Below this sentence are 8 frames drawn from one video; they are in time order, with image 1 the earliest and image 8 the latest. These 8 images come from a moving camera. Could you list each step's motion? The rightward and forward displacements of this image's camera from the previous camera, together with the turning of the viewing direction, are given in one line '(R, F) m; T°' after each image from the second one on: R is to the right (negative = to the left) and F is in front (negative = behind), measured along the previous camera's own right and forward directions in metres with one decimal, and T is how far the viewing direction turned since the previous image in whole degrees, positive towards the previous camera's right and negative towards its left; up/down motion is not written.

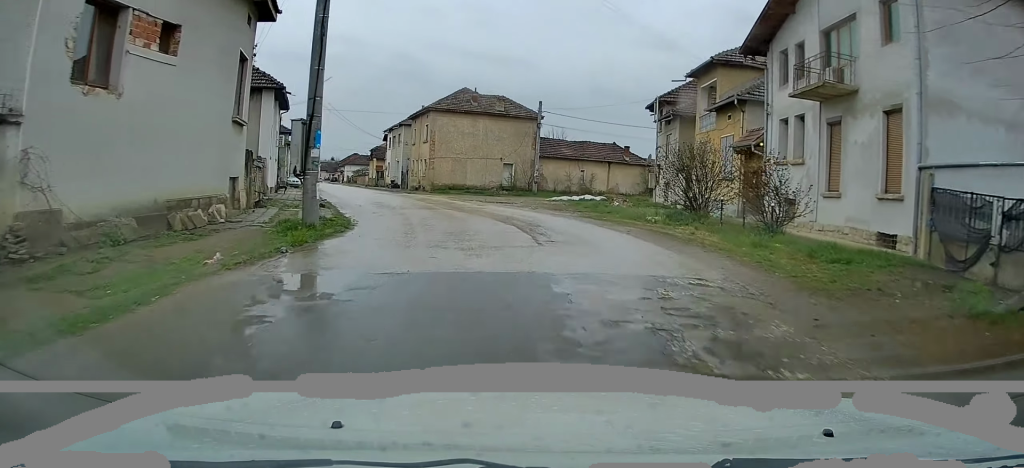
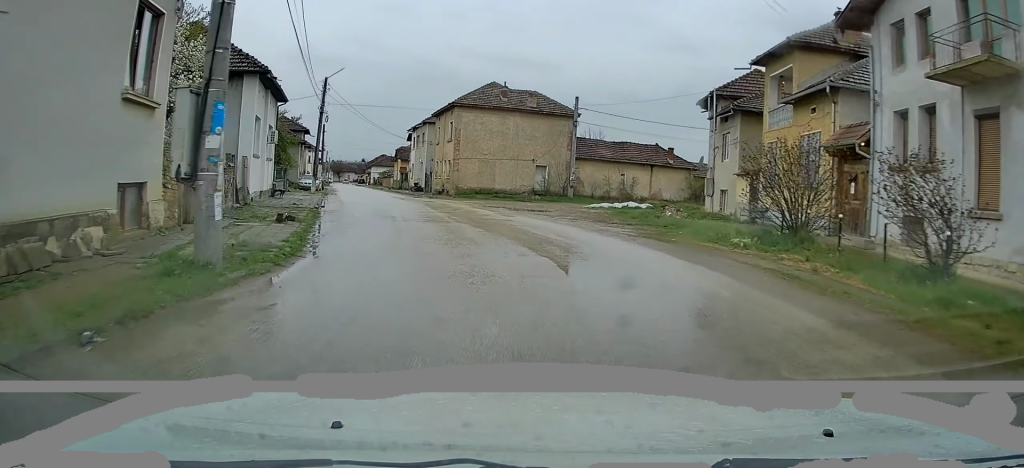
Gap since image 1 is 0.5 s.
(0.0, +5.4) m; -3°
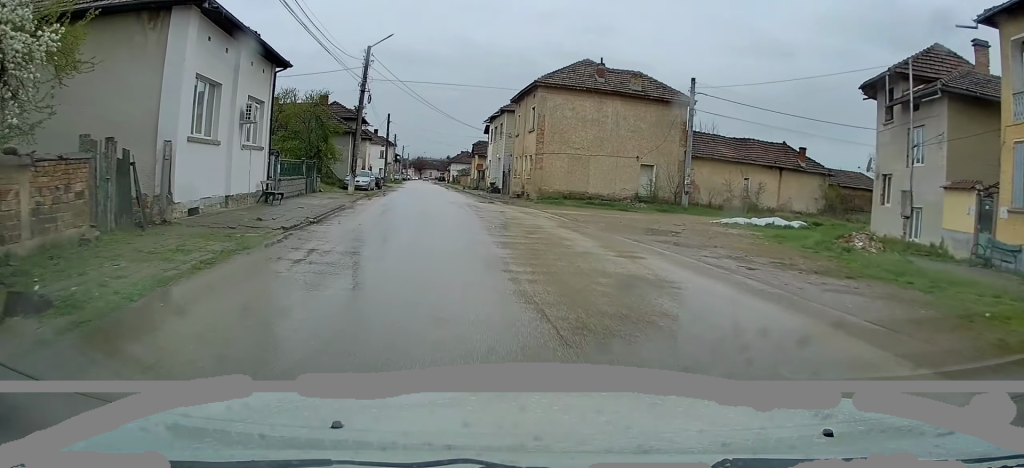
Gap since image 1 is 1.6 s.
(-0.6, +10.8) m; -7°
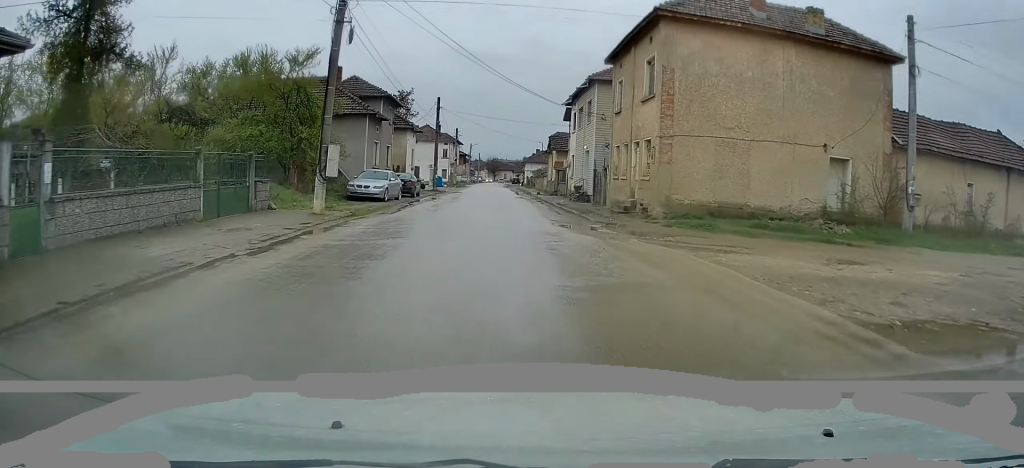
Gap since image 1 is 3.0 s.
(-1.3, +16.9) m; -6°
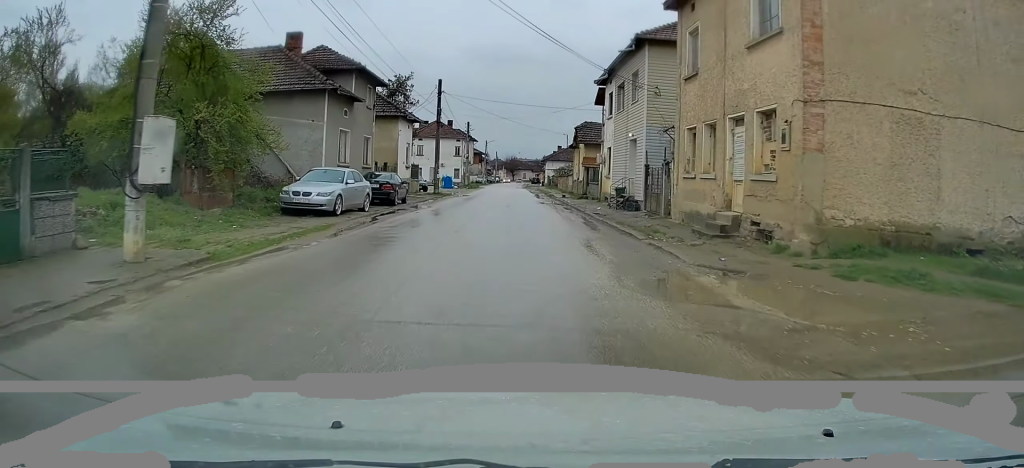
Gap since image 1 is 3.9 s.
(-0.2, +10.4) m; -1°
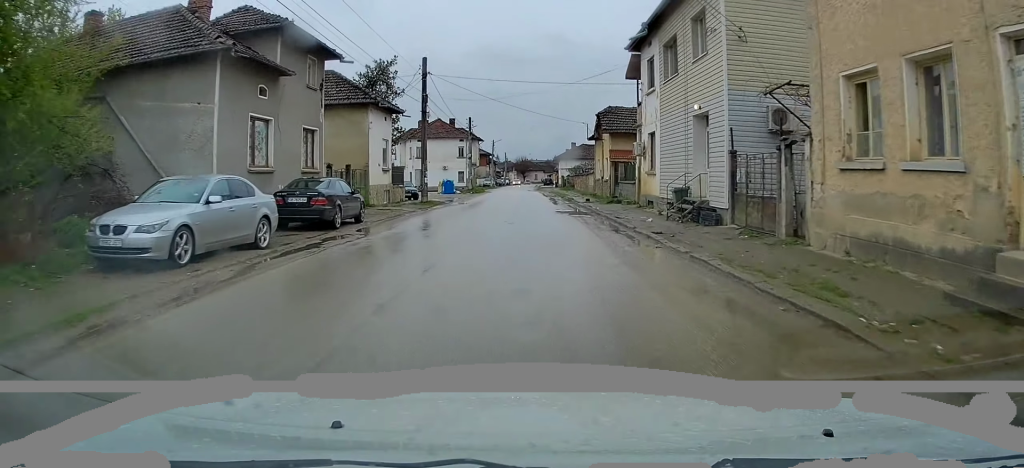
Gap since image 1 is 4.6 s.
(-0.1, +9.8) m; -1°
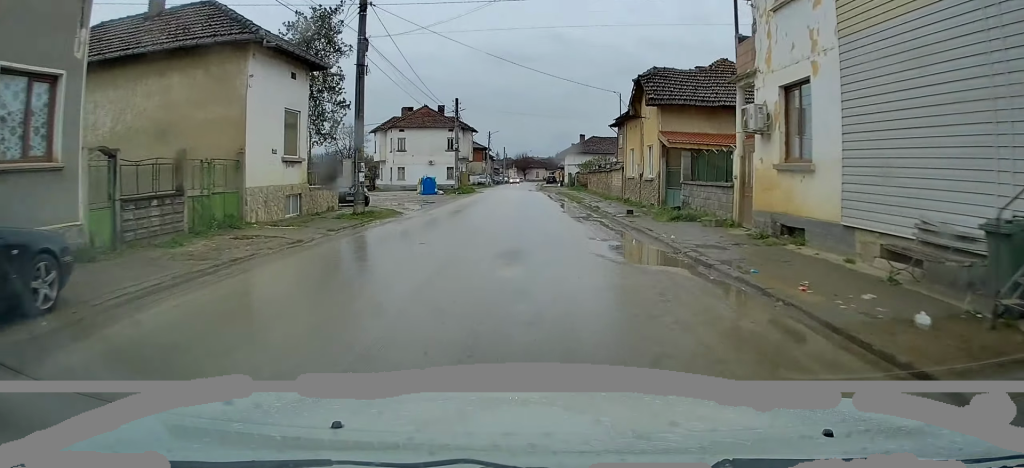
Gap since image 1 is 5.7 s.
(-0.1, +14.0) m; -1°
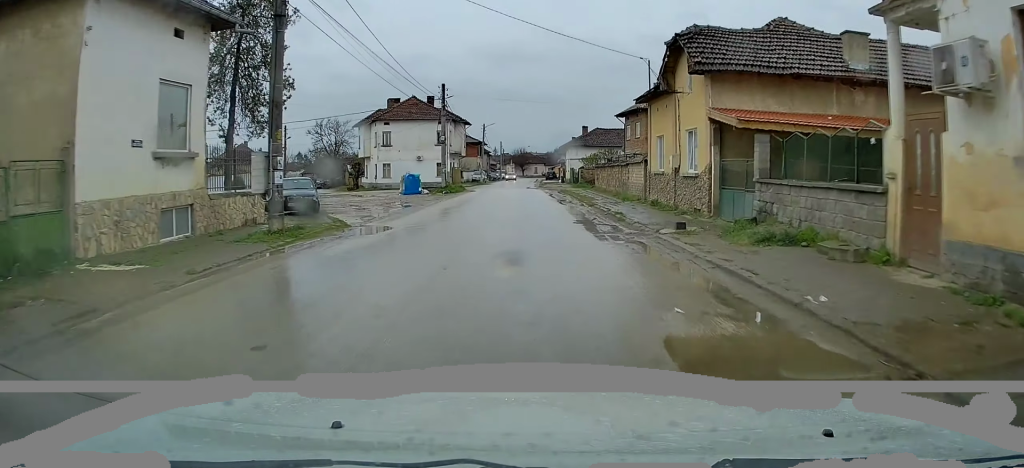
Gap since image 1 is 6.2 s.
(0.0, +7.2) m; 0°
